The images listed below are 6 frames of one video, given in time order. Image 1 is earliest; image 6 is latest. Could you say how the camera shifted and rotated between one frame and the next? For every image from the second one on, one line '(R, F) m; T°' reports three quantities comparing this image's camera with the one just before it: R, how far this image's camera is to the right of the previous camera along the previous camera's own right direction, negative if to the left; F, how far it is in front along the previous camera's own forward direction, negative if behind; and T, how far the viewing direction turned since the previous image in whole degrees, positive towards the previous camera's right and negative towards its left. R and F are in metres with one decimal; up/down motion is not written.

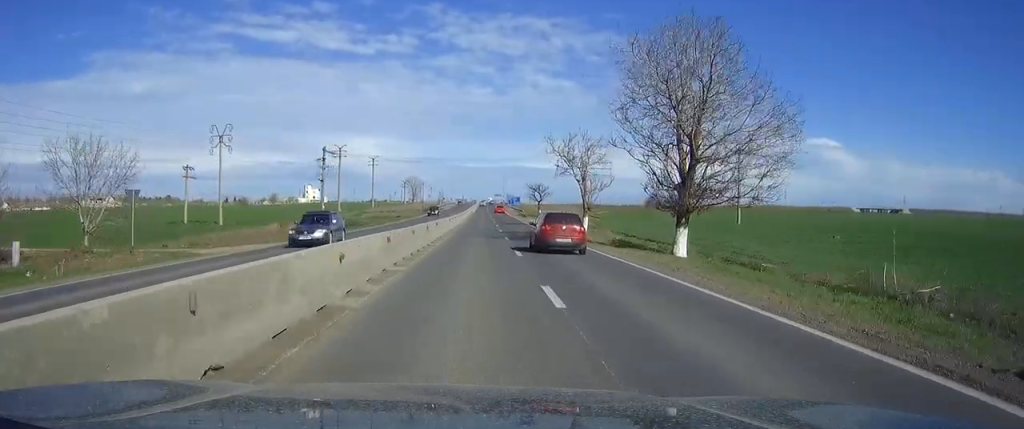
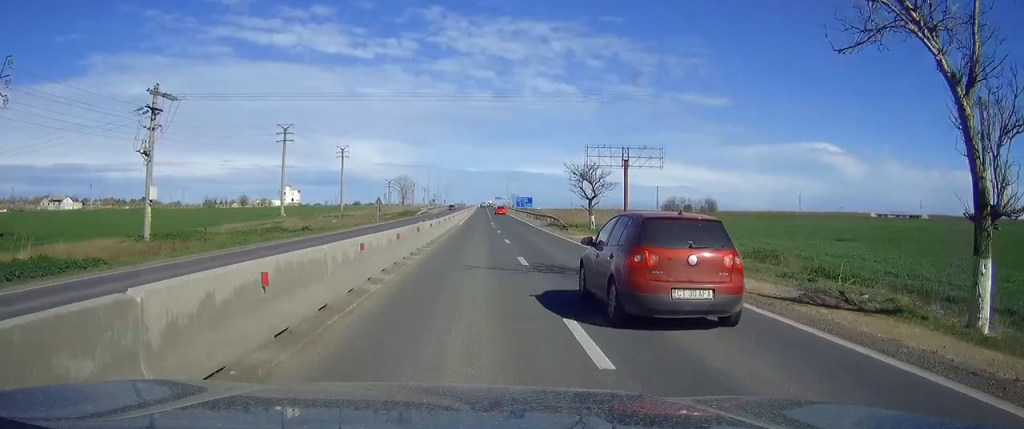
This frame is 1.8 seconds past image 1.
(+0.1, +52.3) m; 0°
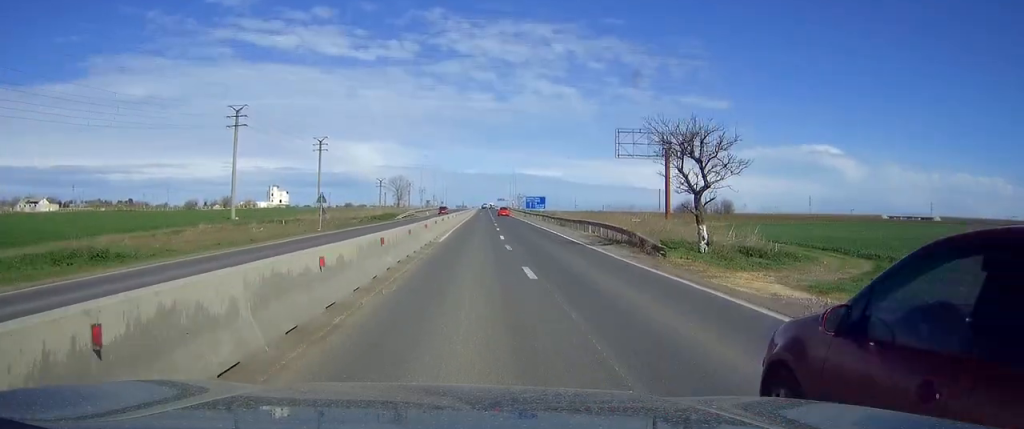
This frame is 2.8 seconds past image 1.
(+0.1, +28.0) m; 0°
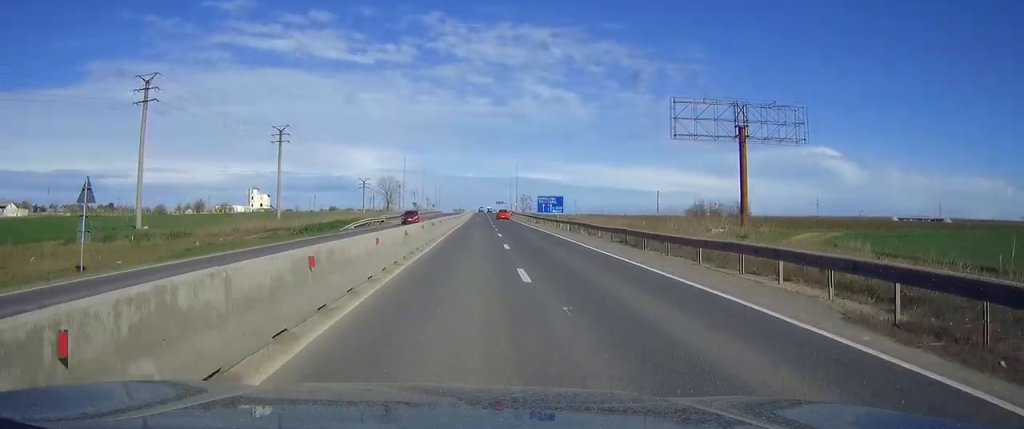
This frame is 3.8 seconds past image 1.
(0.0, +30.6) m; 0°
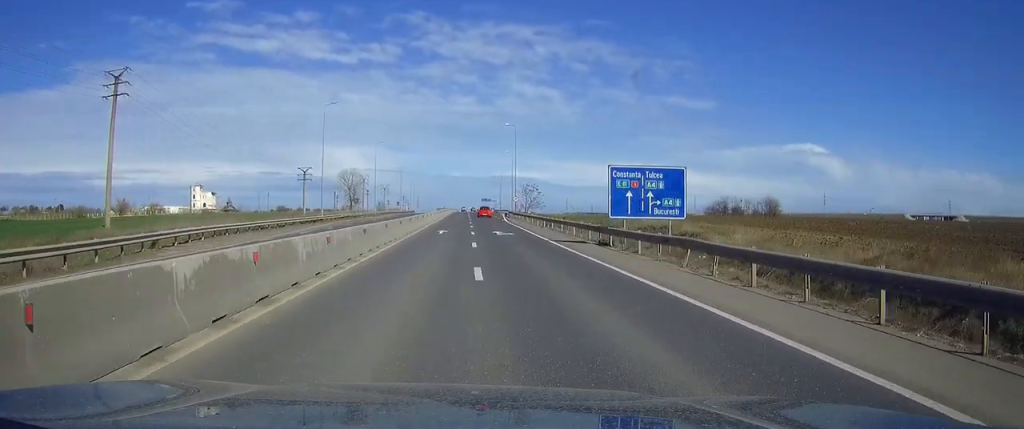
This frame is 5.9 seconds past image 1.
(+0.6, +59.6) m; +1°
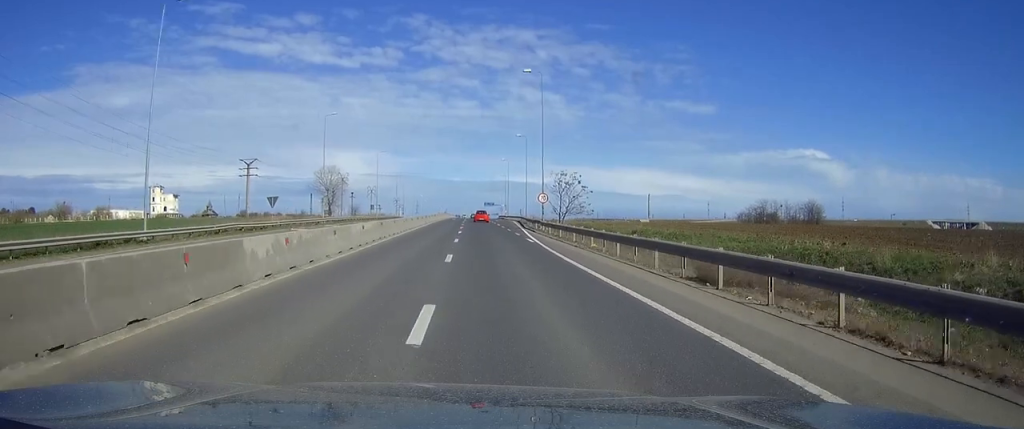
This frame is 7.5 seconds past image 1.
(-0.1, +42.9) m; 0°
